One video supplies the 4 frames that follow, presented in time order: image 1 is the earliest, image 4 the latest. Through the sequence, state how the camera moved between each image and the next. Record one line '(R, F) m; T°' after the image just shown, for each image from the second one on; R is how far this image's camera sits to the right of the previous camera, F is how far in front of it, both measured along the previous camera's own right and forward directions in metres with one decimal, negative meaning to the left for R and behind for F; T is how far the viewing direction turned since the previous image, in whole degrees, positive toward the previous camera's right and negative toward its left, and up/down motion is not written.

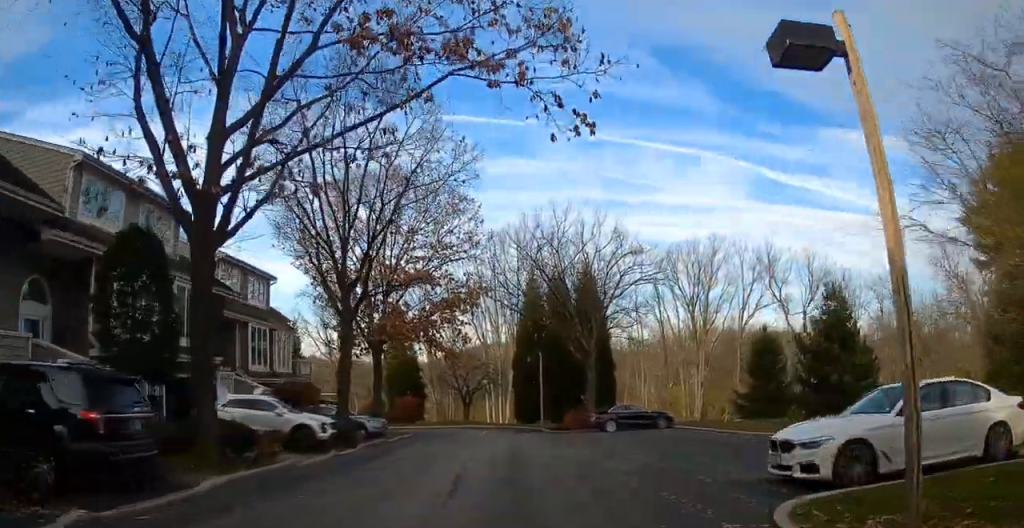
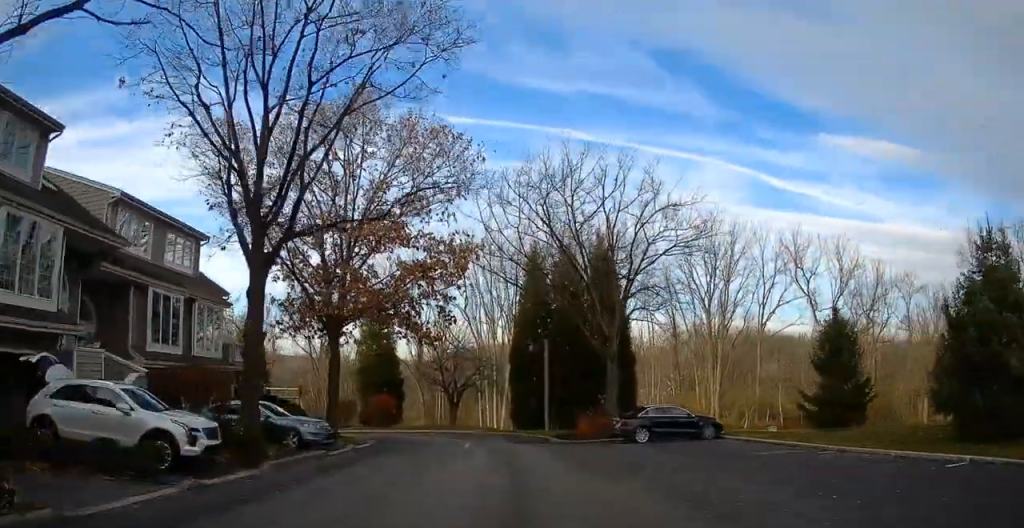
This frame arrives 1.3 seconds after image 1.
(-0.3, +8.2) m; 0°
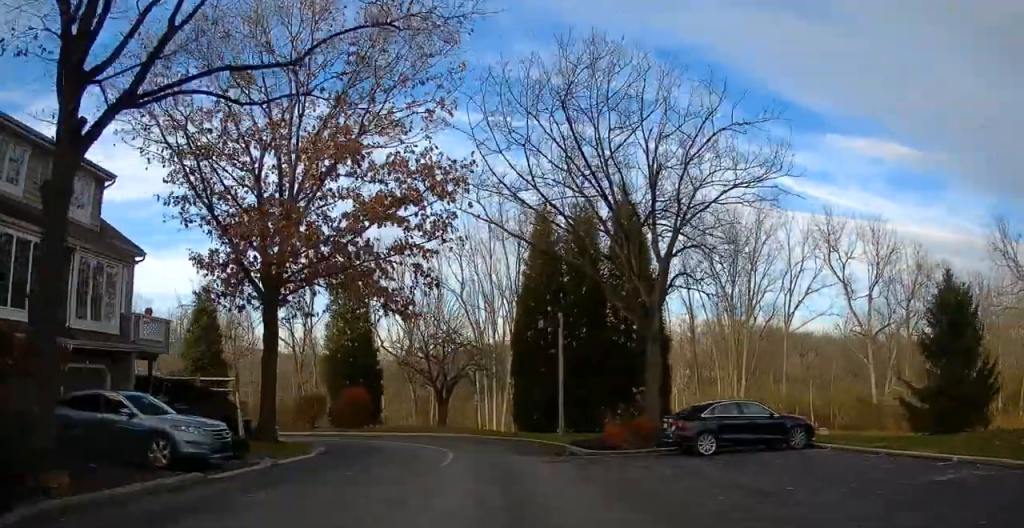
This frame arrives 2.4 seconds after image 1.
(+0.2, +7.8) m; -1°
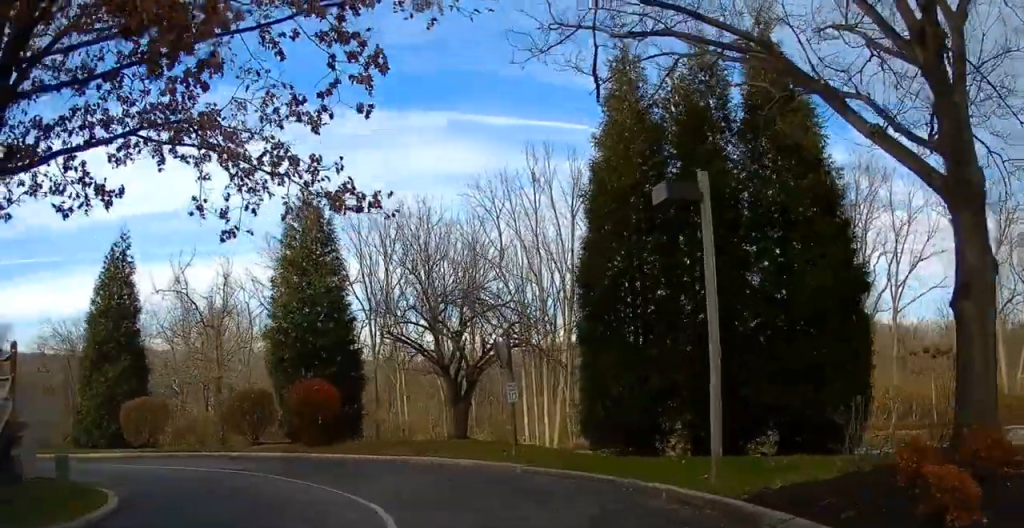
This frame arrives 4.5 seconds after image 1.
(-0.5, +14.1) m; -4°
